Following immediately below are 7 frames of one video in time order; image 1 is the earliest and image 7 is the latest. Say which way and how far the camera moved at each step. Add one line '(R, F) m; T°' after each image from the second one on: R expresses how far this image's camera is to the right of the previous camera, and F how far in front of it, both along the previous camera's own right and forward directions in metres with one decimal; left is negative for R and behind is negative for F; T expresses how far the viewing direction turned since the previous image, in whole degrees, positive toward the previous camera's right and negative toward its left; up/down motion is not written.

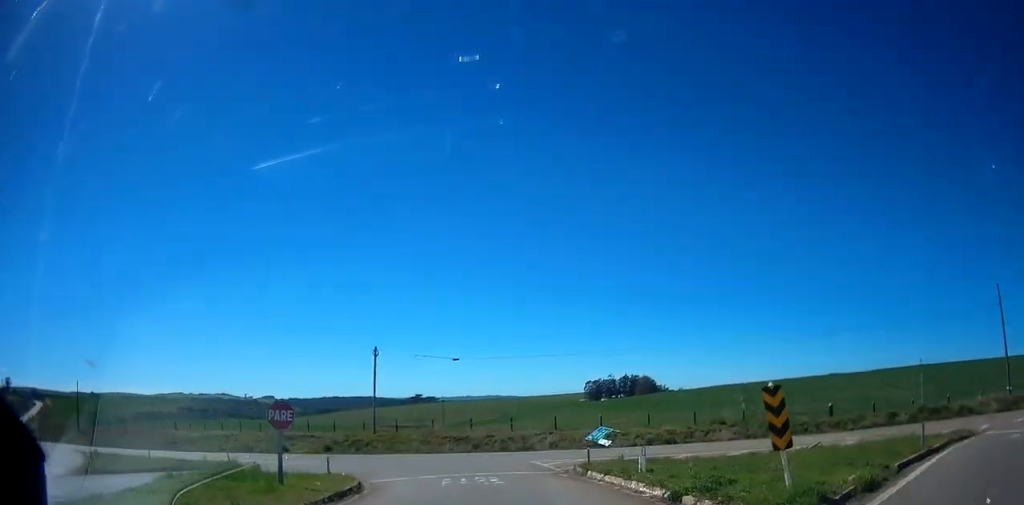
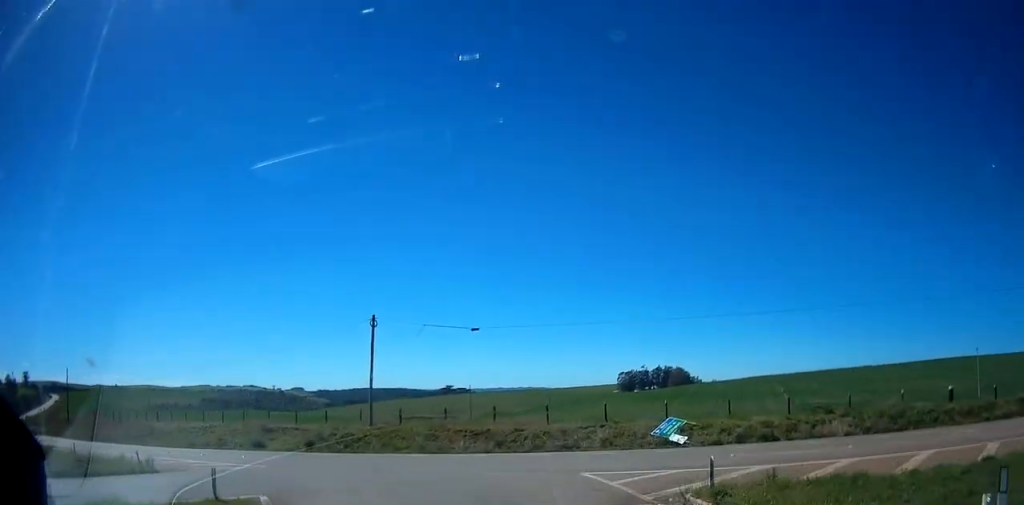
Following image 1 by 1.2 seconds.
(+0.1, +13.8) m; +1°
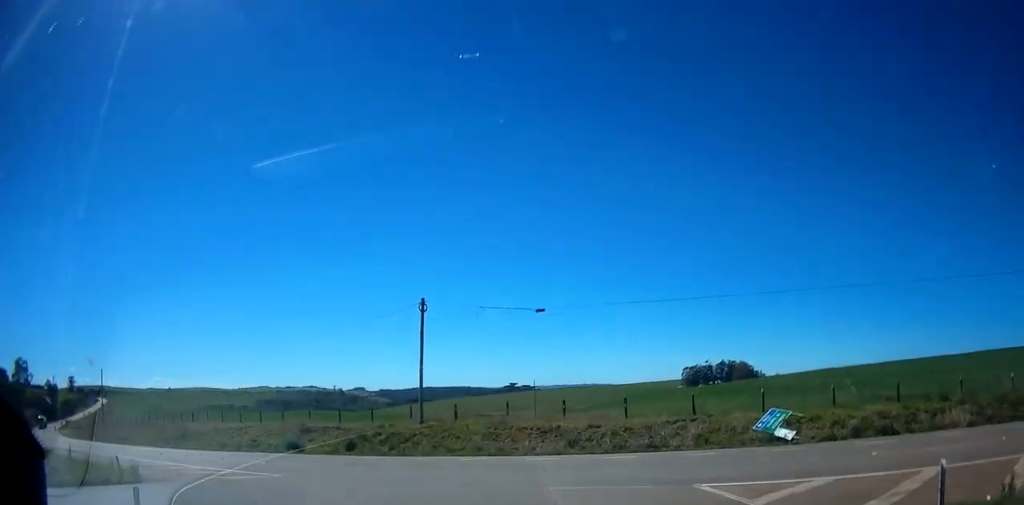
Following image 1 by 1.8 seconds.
(+0.1, +4.8) m; 0°
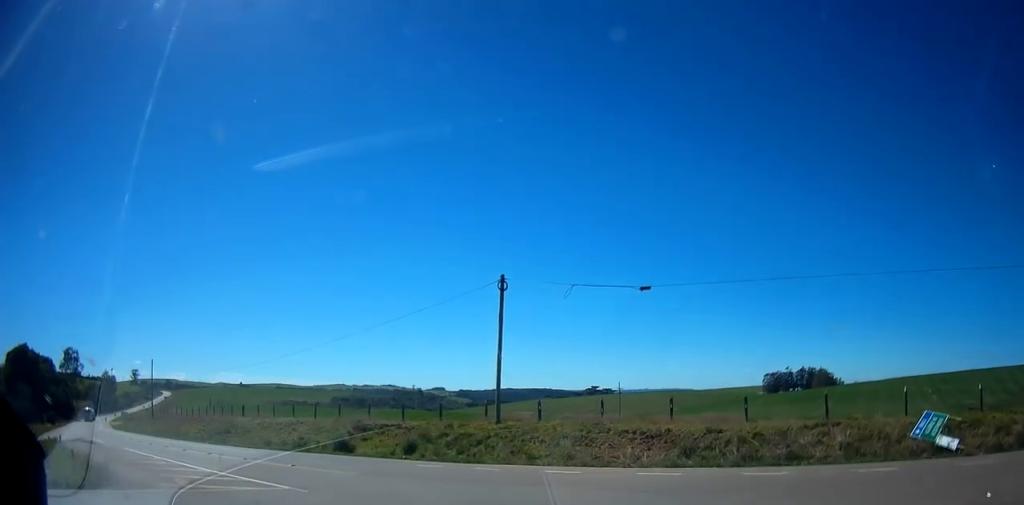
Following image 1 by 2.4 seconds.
(0.0, +4.8) m; -5°
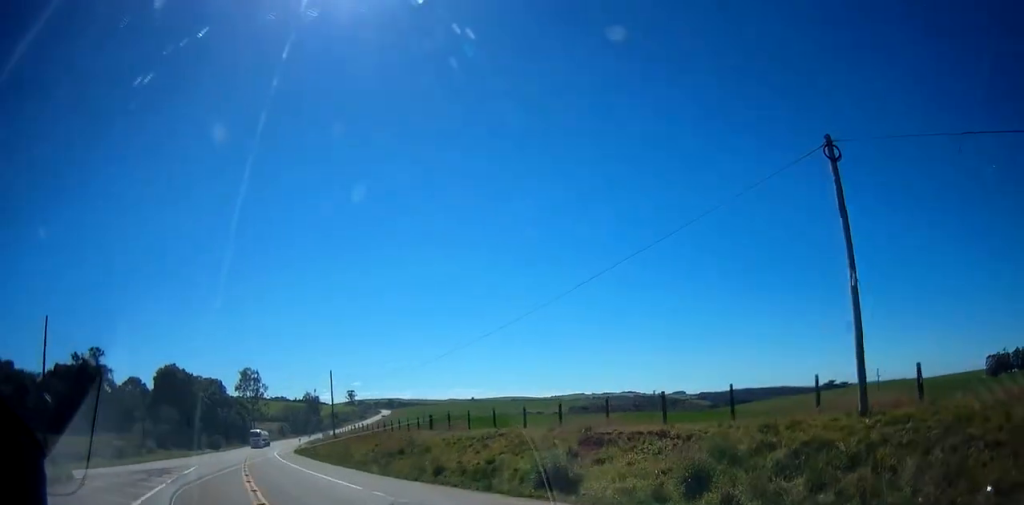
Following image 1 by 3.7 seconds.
(-1.7, +11.1) m; -18°
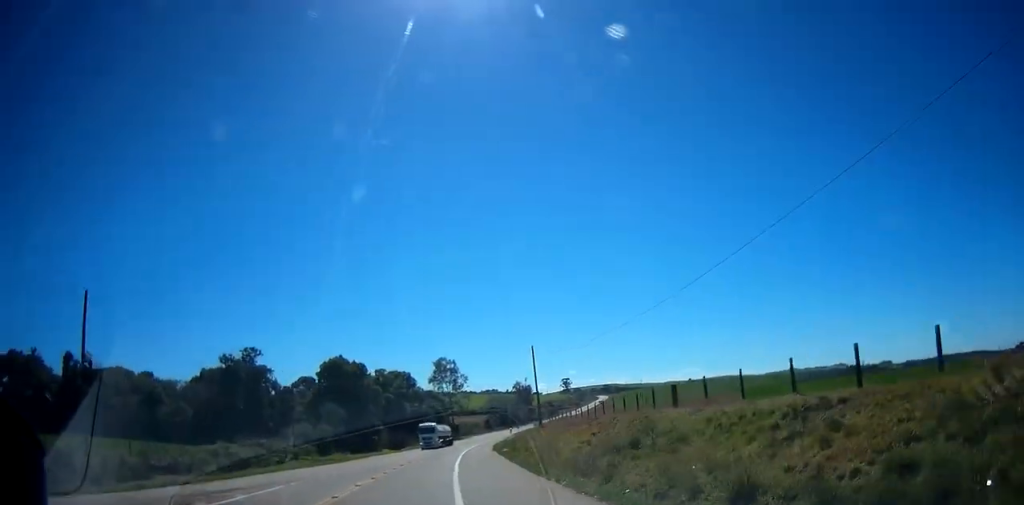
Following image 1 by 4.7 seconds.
(-1.0, +10.3) m; -14°
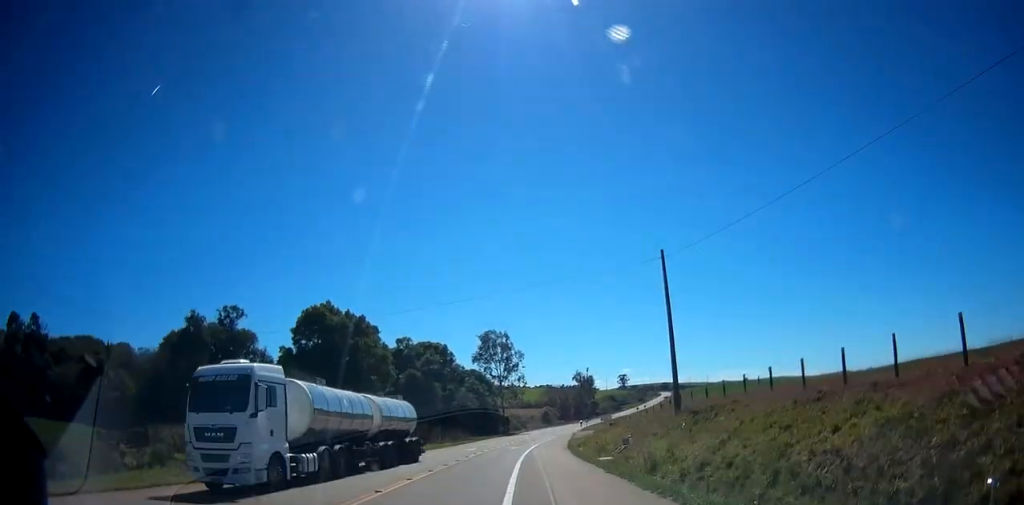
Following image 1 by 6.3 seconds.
(-4.3, +22.6) m; -16°
